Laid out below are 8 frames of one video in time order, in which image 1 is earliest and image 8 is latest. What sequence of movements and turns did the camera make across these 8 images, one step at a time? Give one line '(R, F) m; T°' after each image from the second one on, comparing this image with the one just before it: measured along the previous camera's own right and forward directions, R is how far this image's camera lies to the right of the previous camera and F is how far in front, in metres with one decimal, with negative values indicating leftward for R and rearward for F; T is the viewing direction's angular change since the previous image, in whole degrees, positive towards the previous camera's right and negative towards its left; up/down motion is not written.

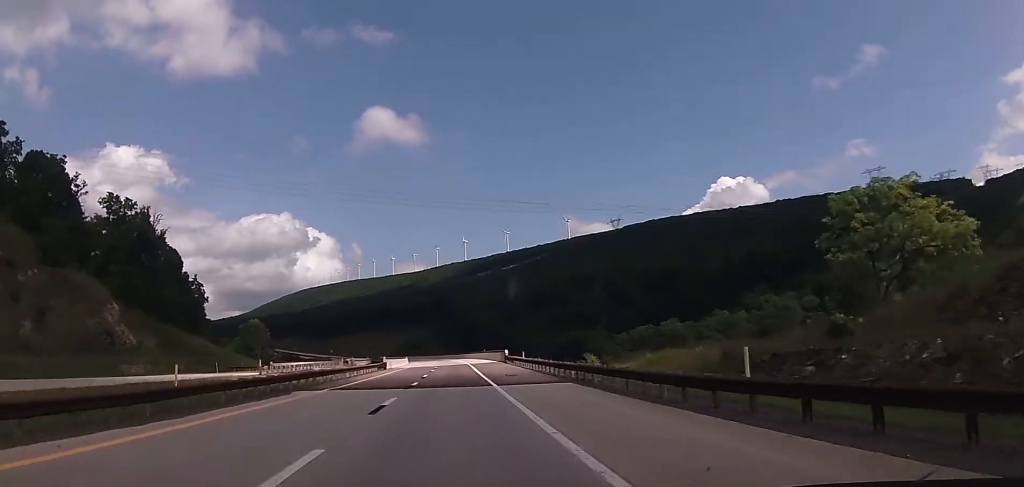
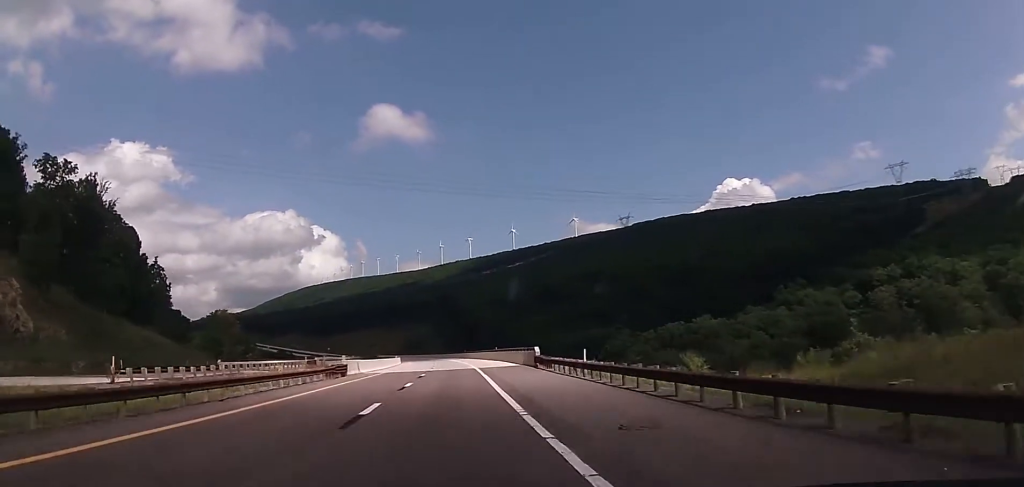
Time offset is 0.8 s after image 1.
(+0.2, +27.9) m; +1°
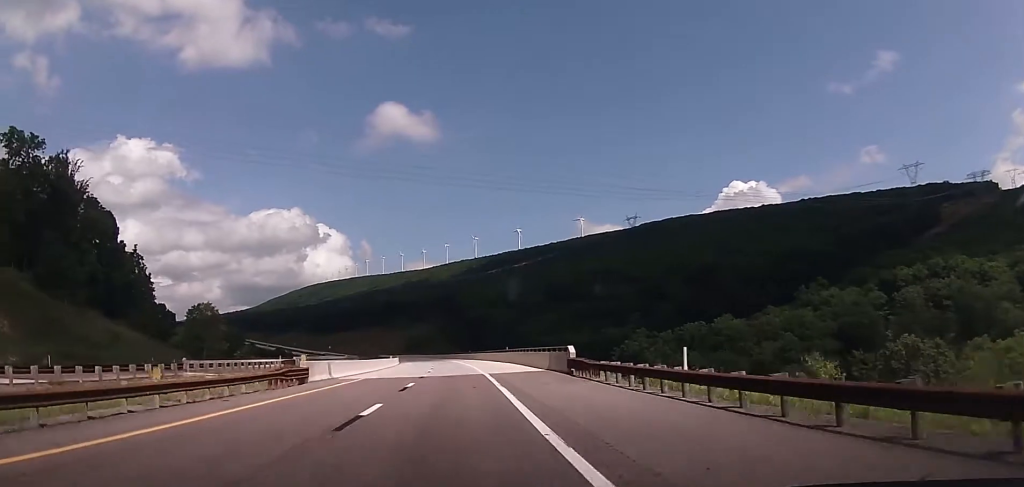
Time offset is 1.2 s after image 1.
(0.0, +13.4) m; 0°
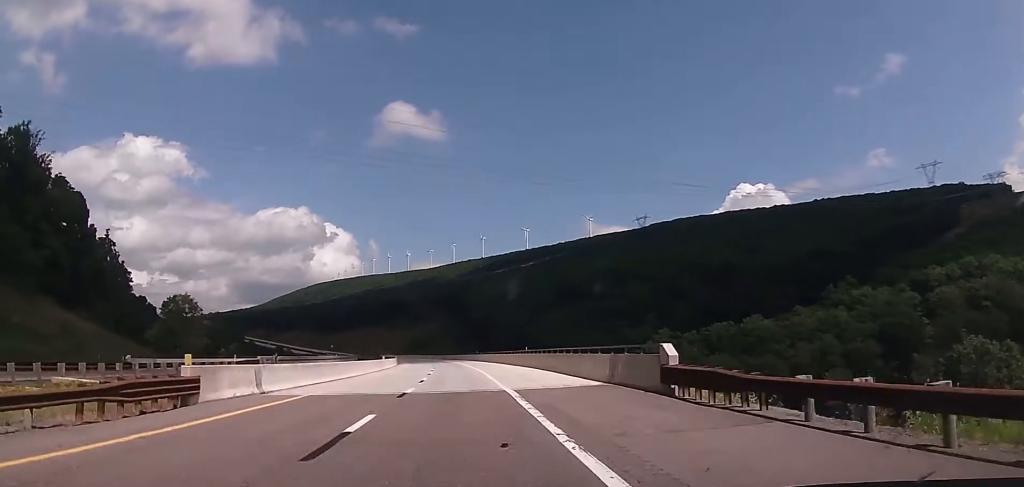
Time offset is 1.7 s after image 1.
(0.0, +15.6) m; 0°
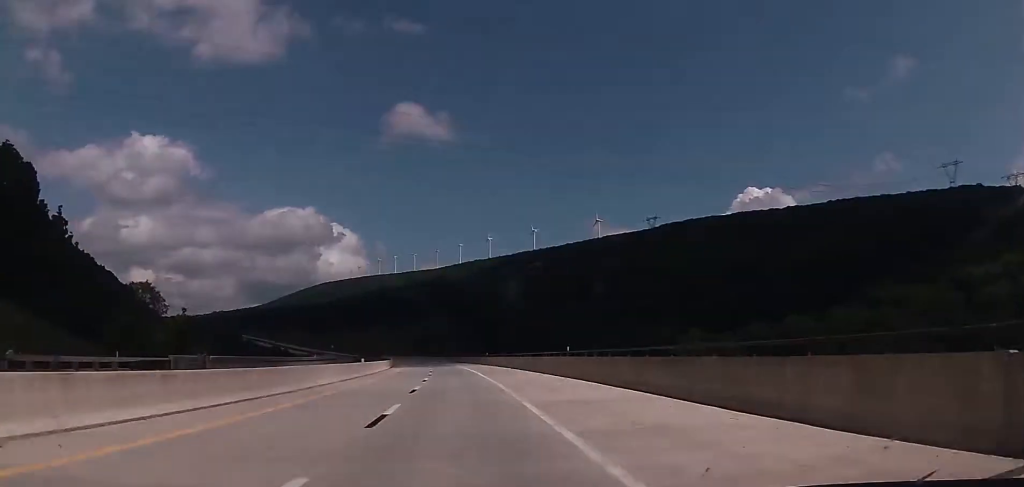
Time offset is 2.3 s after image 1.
(0.0, +20.0) m; 0°
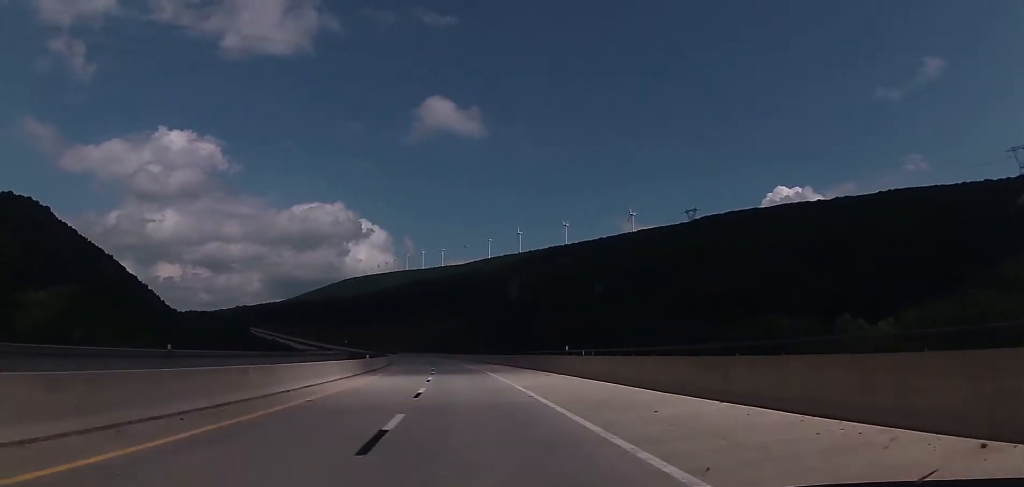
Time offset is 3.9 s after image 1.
(-1.2, +53.2) m; -3°
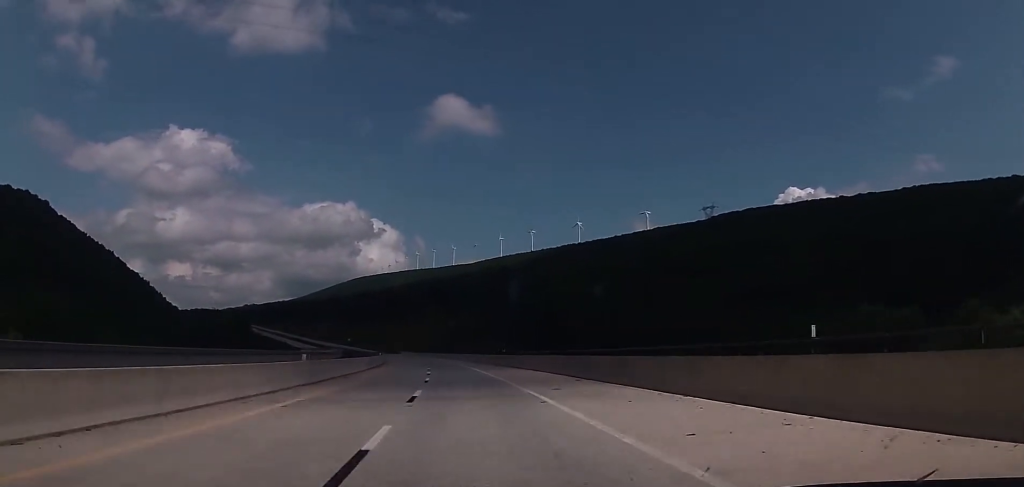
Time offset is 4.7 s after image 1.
(-0.5, +27.7) m; -1°
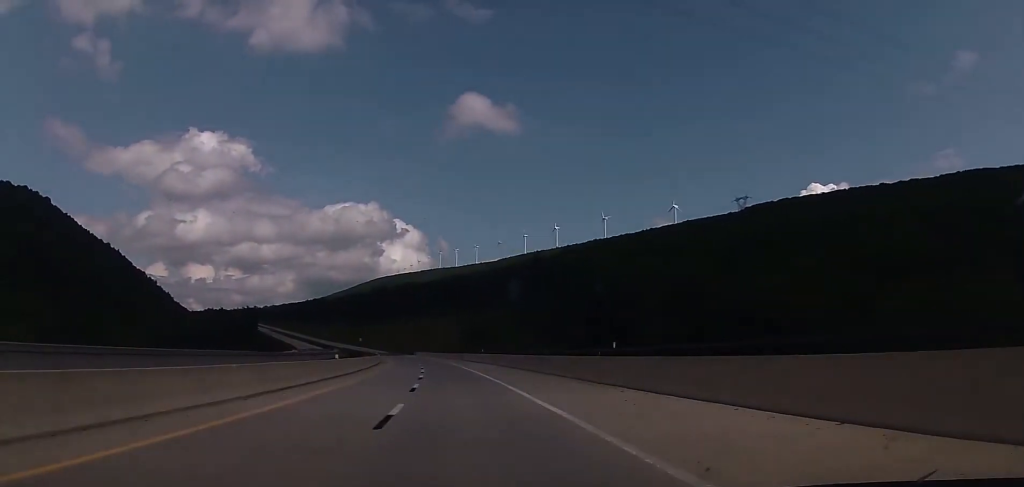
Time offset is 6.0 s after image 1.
(-0.4, +43.3) m; -2°
